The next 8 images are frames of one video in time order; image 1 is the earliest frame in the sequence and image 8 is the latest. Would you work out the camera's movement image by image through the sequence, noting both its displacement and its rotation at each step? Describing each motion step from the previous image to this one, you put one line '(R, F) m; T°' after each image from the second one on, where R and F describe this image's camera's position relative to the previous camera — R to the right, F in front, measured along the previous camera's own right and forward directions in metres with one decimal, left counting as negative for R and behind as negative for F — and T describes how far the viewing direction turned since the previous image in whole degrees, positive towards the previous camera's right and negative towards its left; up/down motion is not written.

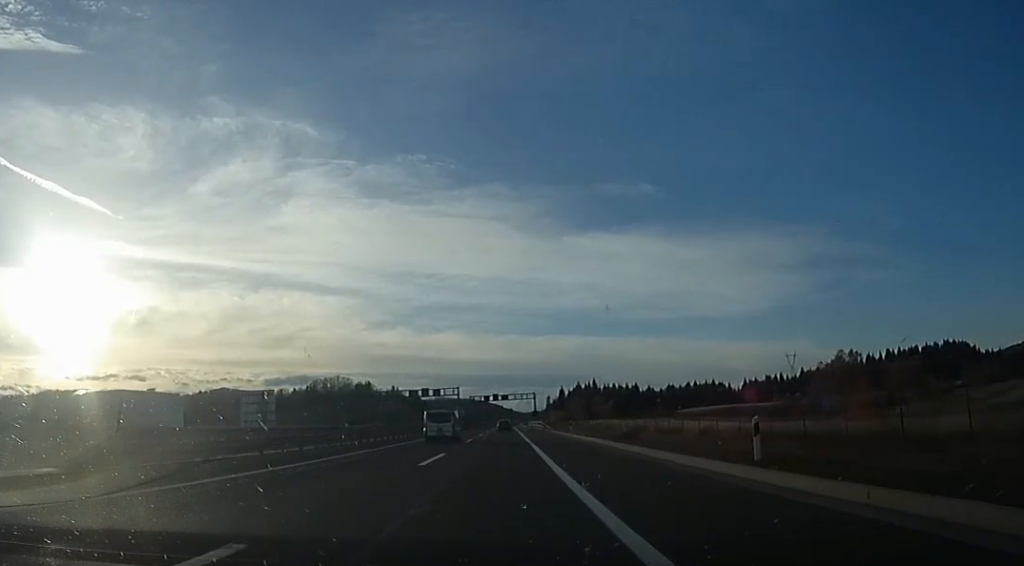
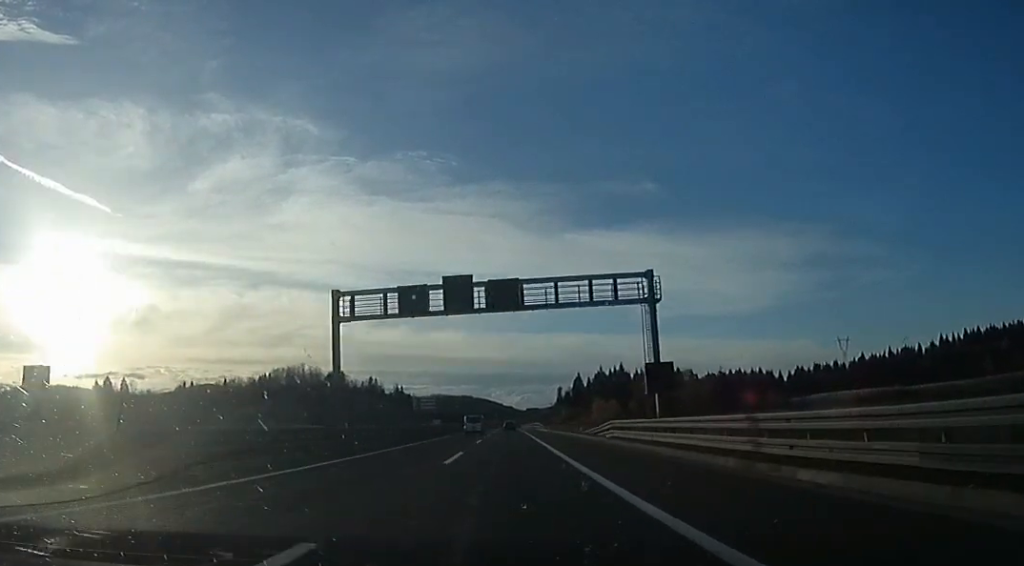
(+1.9, +107.8) m; +4°
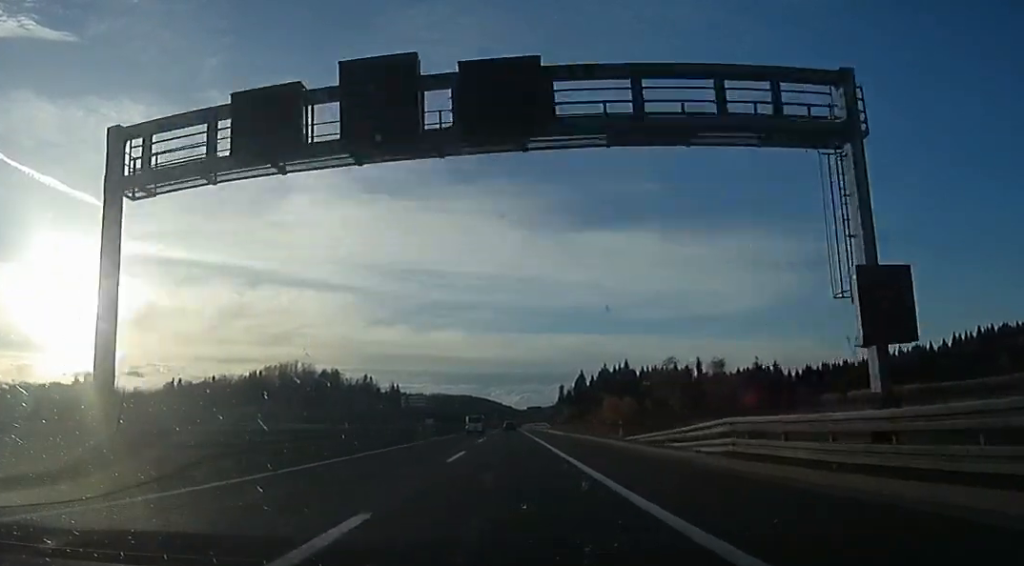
(0.0, +16.7) m; -2°
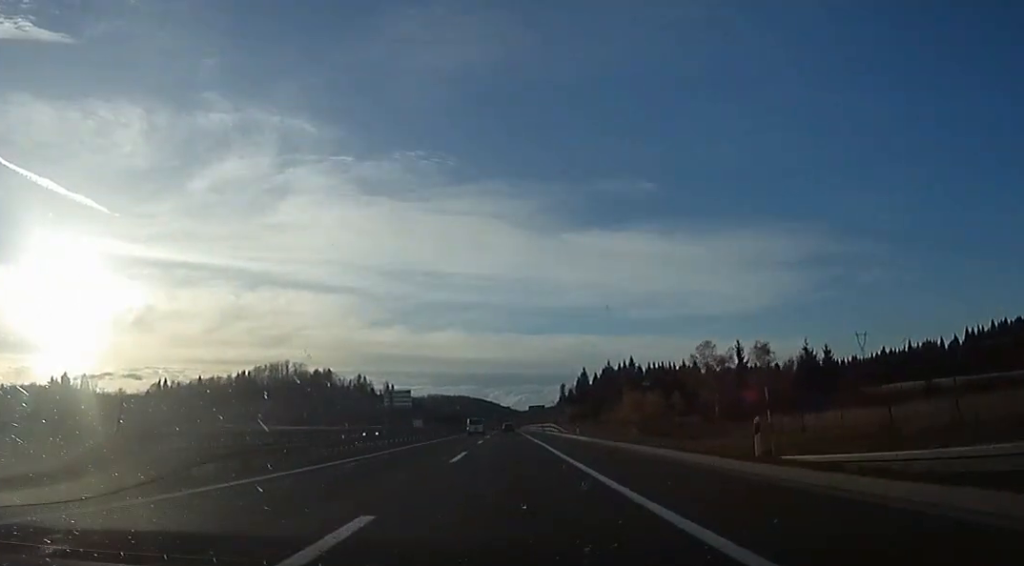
(-0.1, +17.1) m; -1°
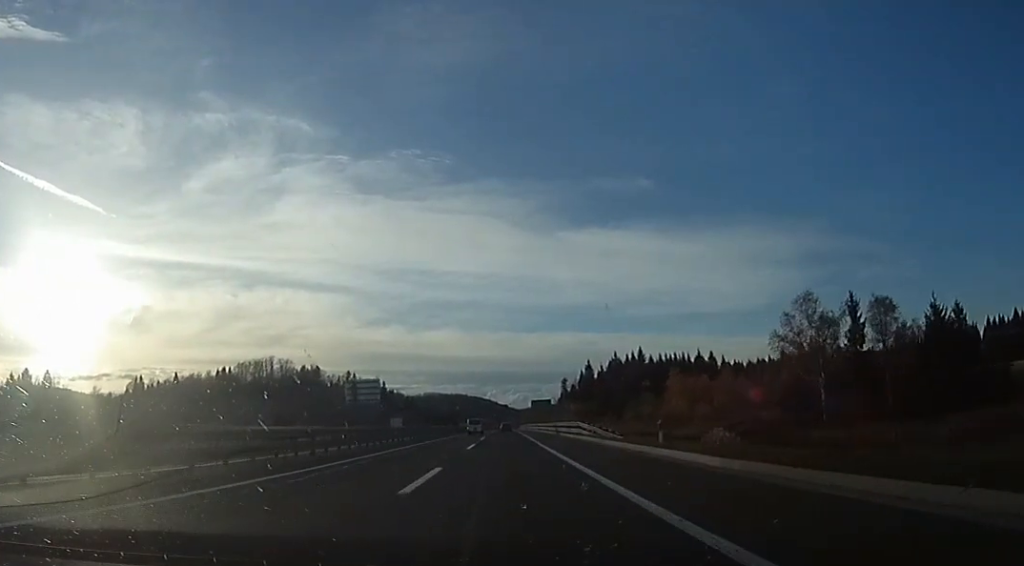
(-0.9, +27.3) m; 0°
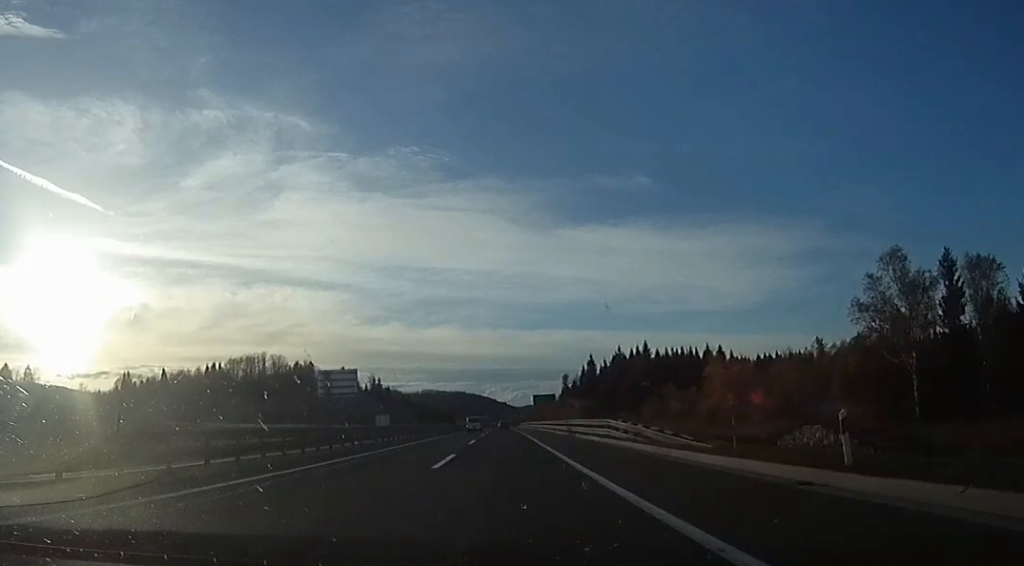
(+0.5, +13.0) m; +1°
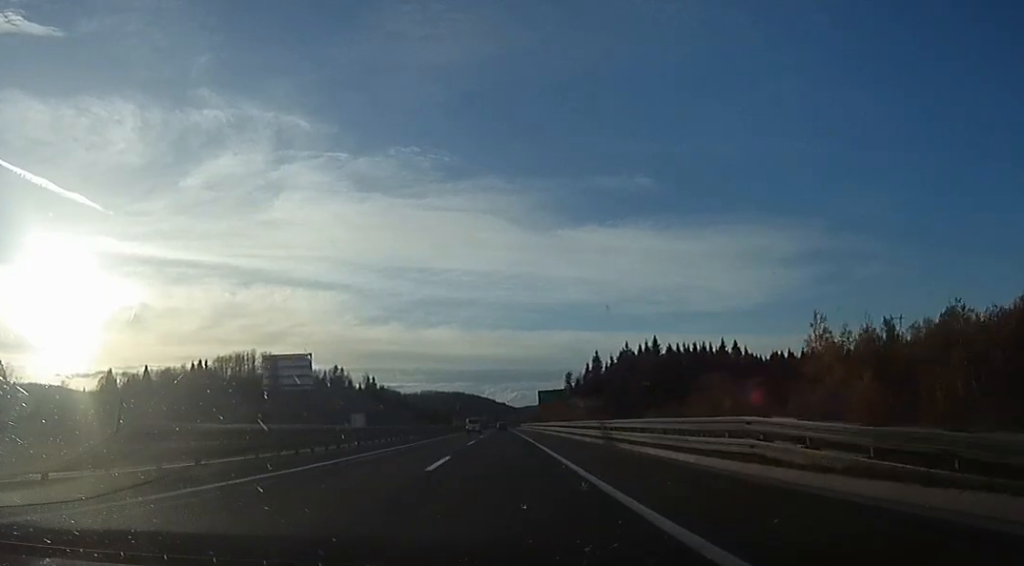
(+0.4, +18.3) m; 0°
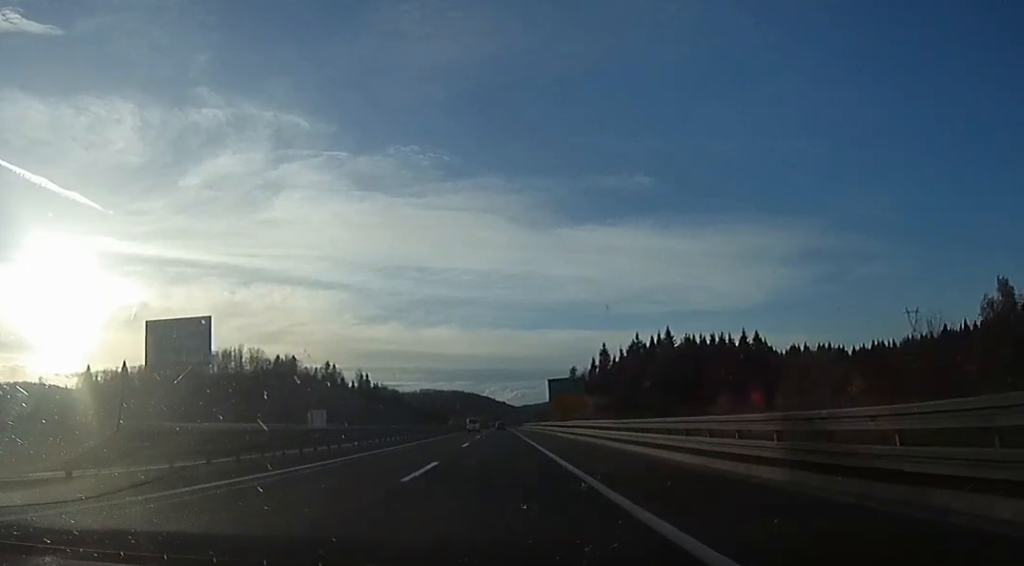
(+0.3, +21.1) m; -2°
